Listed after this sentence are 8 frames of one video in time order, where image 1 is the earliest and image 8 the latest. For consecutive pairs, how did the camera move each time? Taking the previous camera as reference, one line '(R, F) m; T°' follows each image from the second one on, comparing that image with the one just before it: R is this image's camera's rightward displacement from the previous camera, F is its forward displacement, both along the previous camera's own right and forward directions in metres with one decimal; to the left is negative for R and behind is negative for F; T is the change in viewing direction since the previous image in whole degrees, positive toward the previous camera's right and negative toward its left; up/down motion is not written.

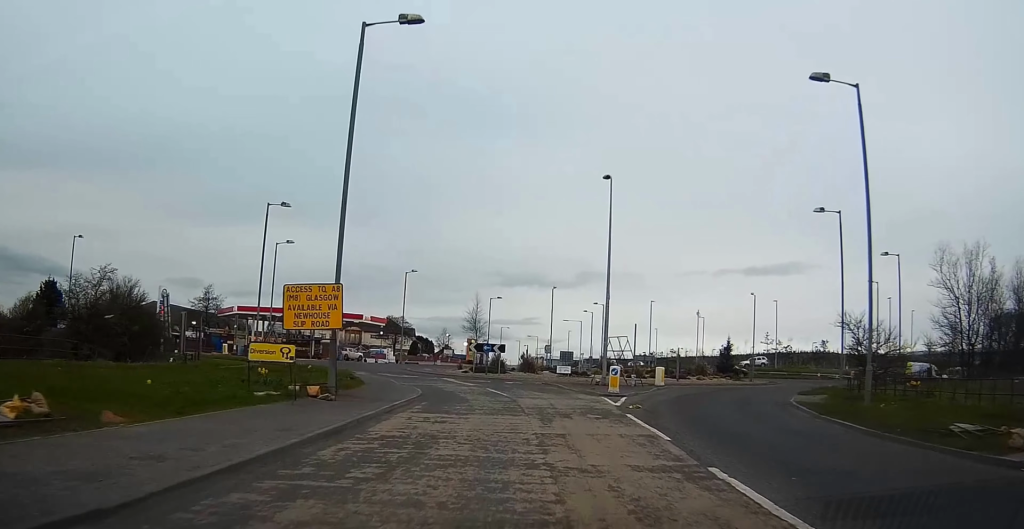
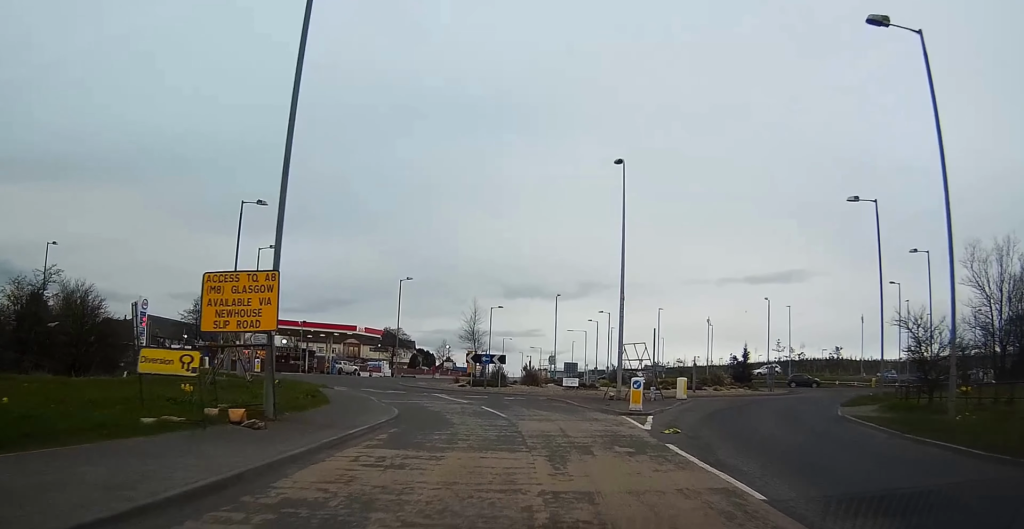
(0.0, +5.0) m; -1°
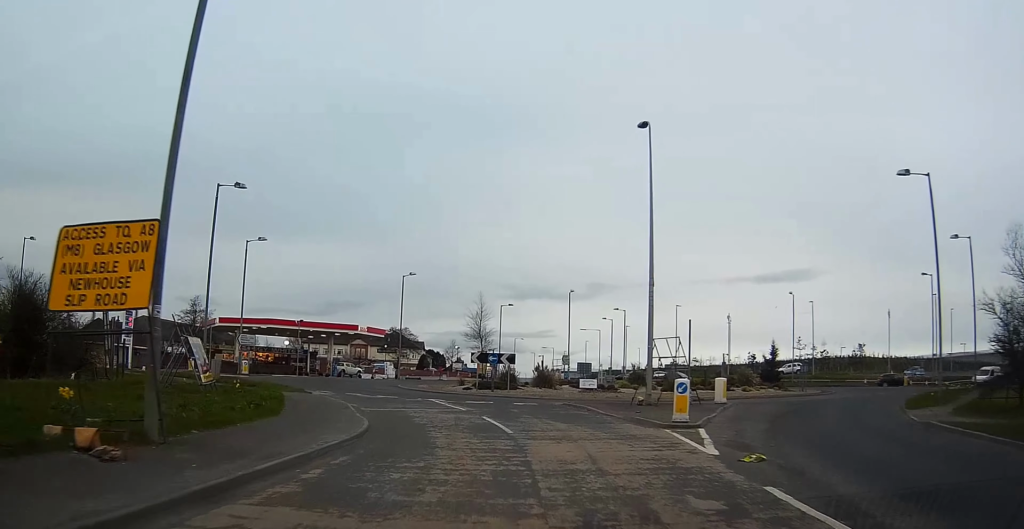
(0.0, +5.0) m; -2°
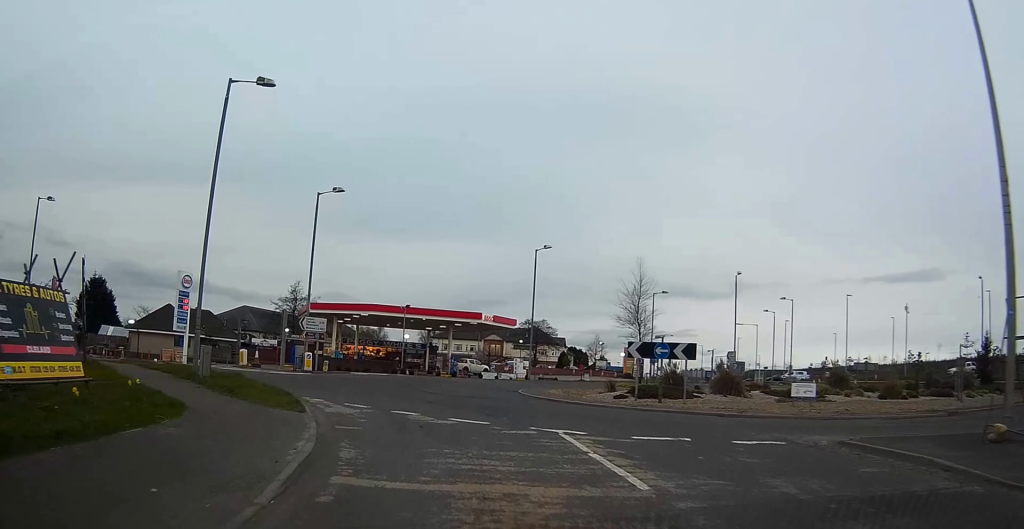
(-1.2, +15.5) m; -8°
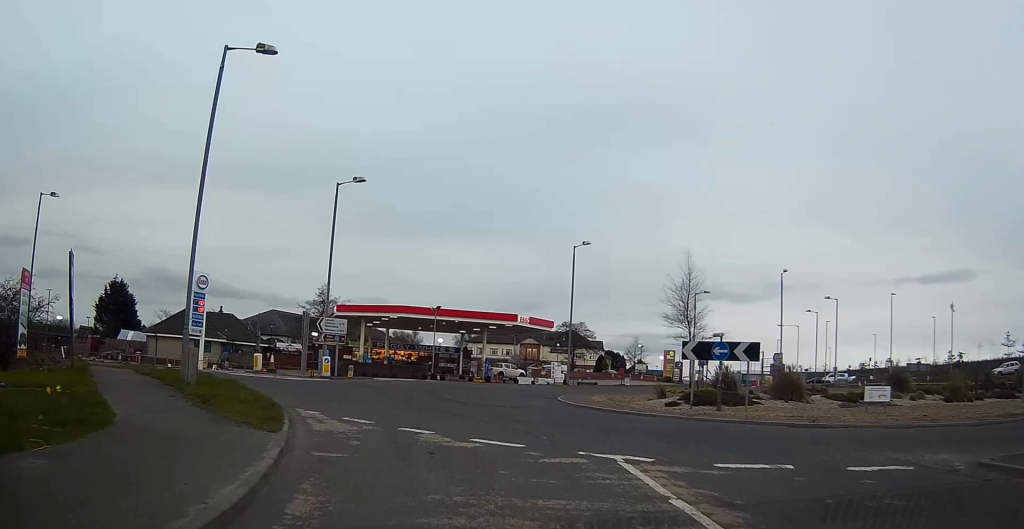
(-0.1, +3.4) m; -2°
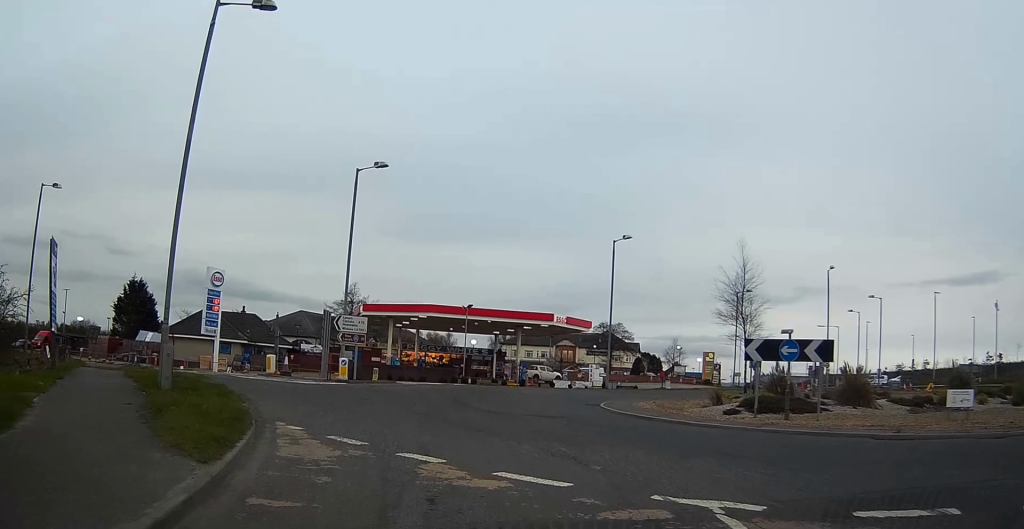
(-0.1, +3.3) m; -2°
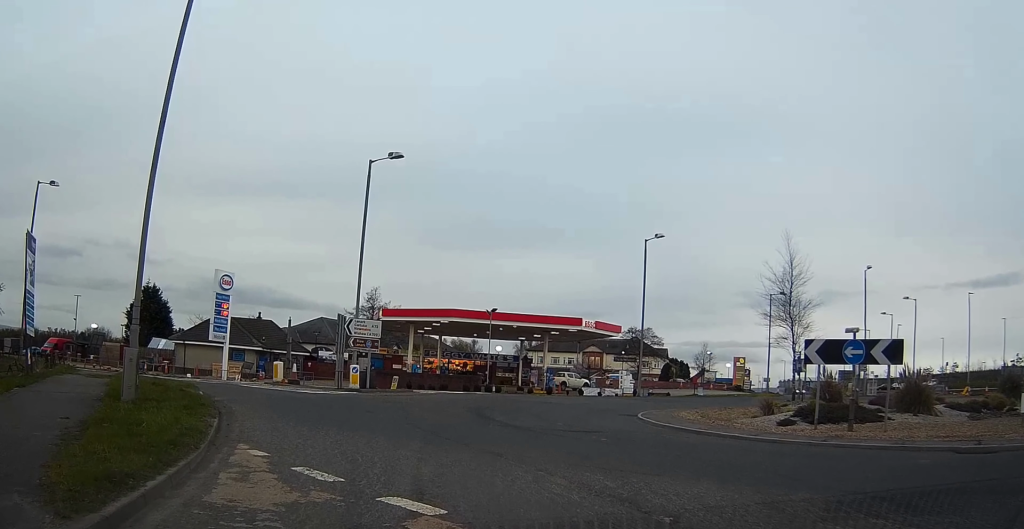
(-0.1, +3.6) m; -1°
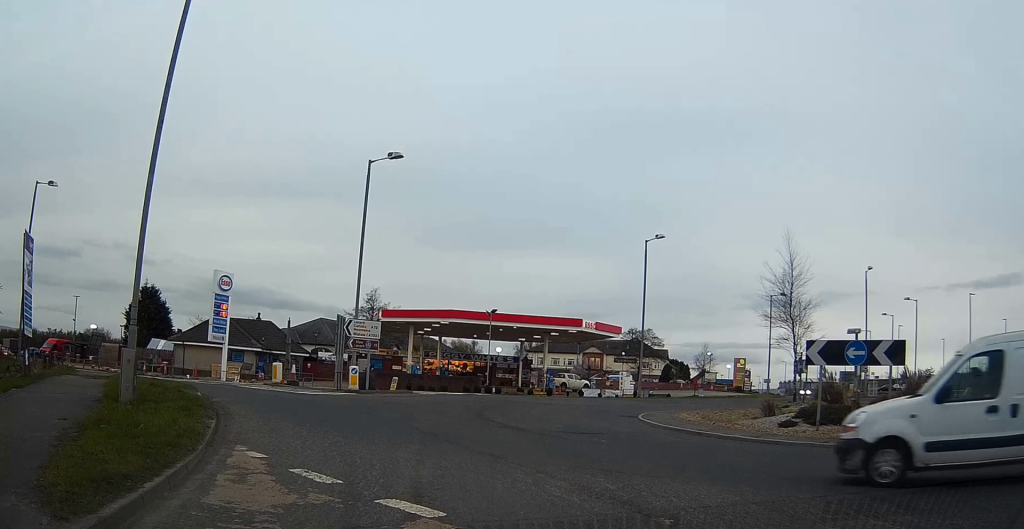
(0.0, 0.0) m; 0°
